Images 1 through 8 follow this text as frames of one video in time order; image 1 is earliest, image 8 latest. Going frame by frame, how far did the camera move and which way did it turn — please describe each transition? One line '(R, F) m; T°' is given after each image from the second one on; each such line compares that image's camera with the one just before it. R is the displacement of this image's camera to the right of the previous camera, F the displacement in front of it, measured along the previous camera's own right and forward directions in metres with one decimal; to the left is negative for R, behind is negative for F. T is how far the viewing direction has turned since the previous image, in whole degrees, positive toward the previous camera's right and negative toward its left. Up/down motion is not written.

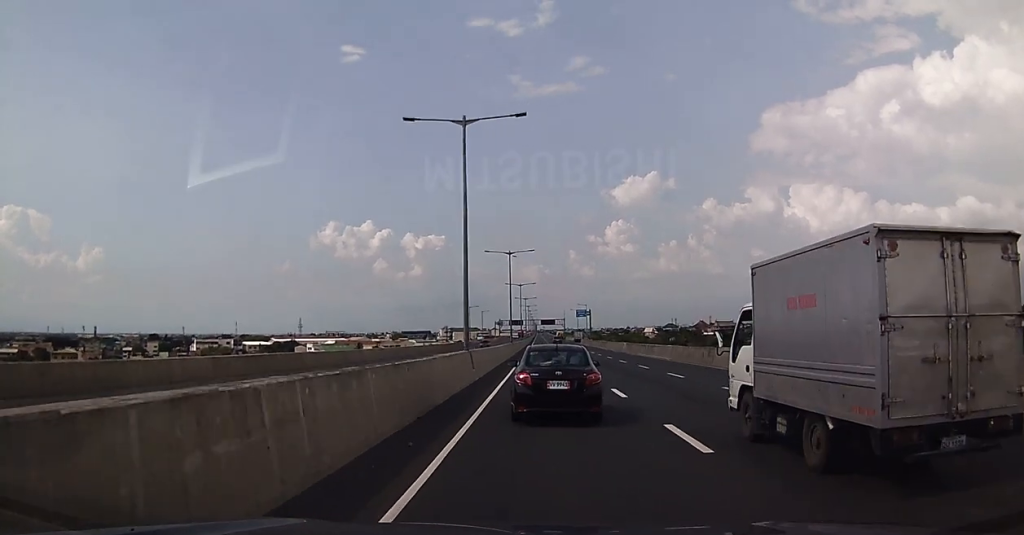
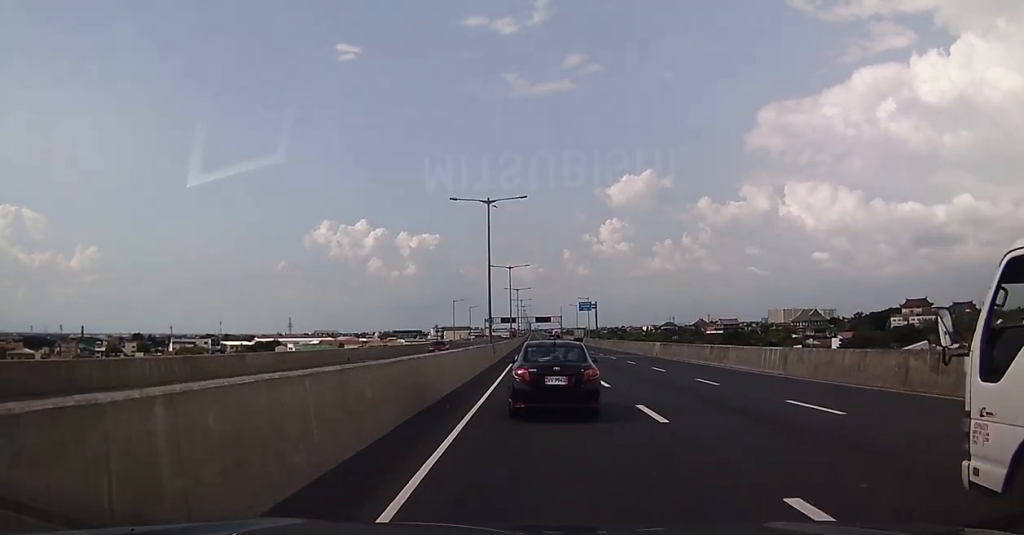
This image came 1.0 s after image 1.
(-0.2, +24.1) m; 0°
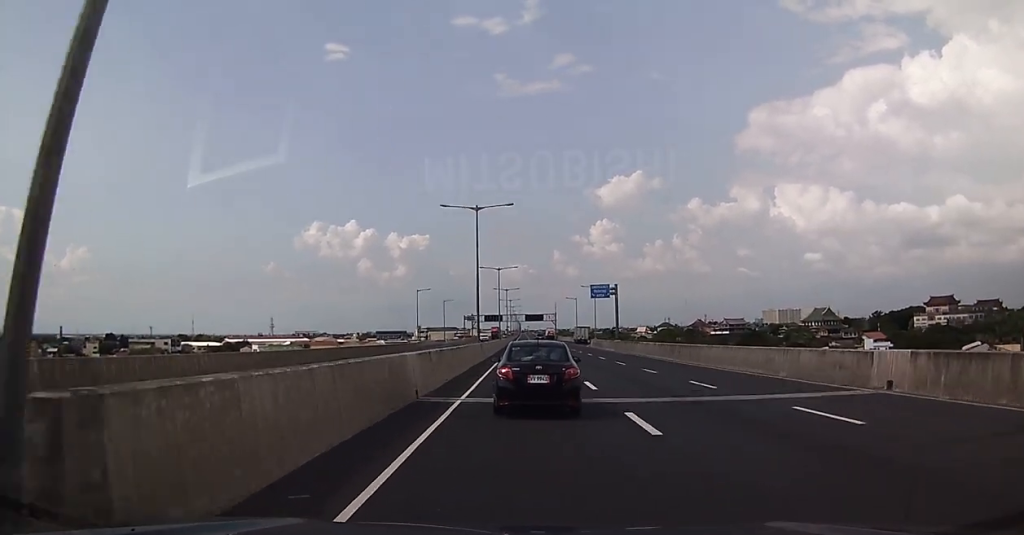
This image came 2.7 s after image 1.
(+0.2, +37.9) m; +1°
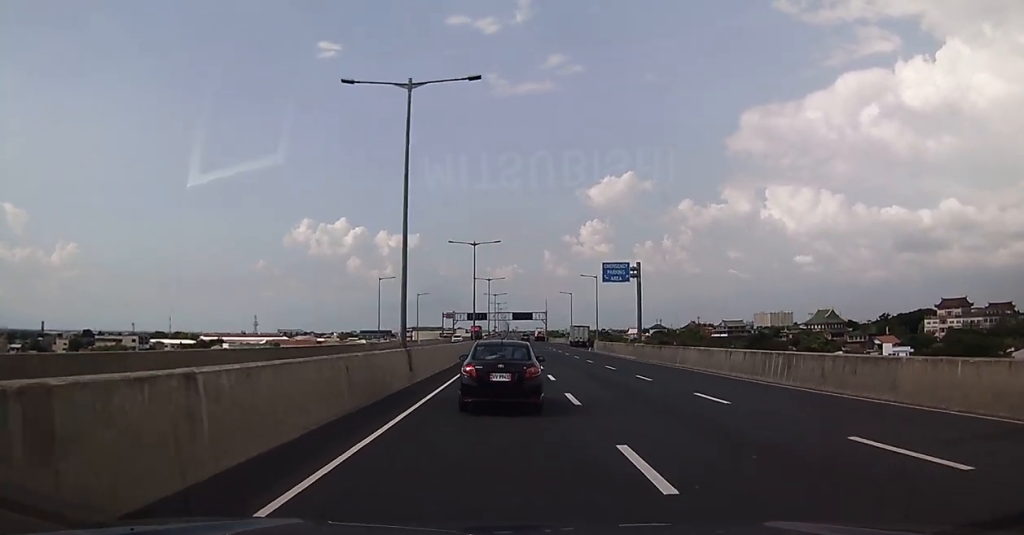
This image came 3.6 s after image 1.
(0.0, +22.3) m; +1°
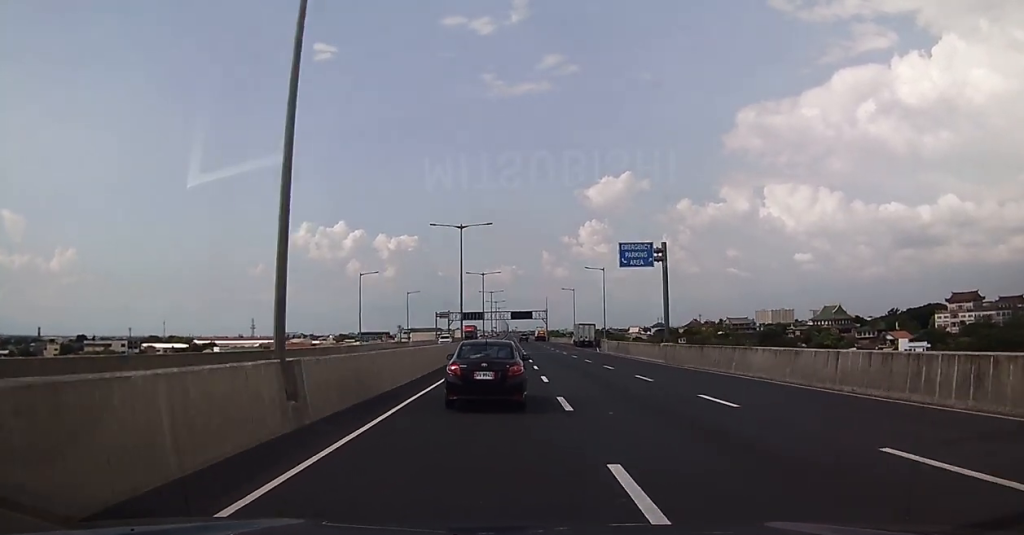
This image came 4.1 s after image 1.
(+0.4, +10.8) m; +1°
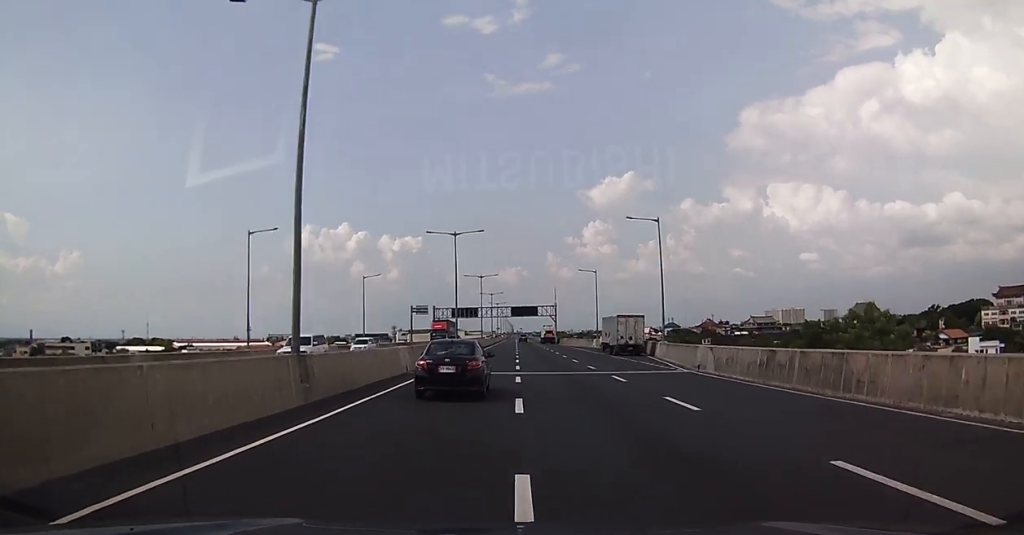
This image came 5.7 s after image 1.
(-1.1, +37.3) m; -2°
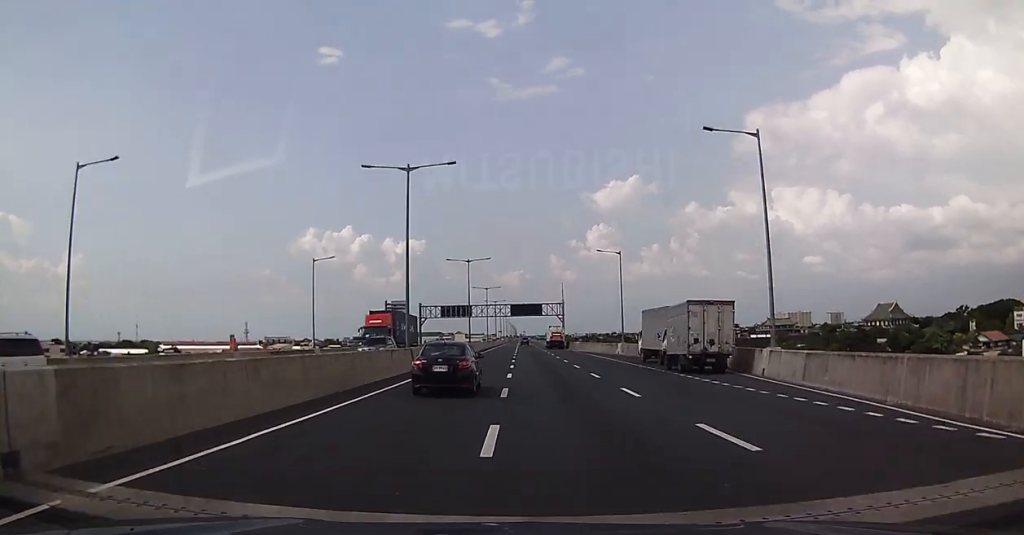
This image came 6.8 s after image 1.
(+0.2, +23.2) m; +1°
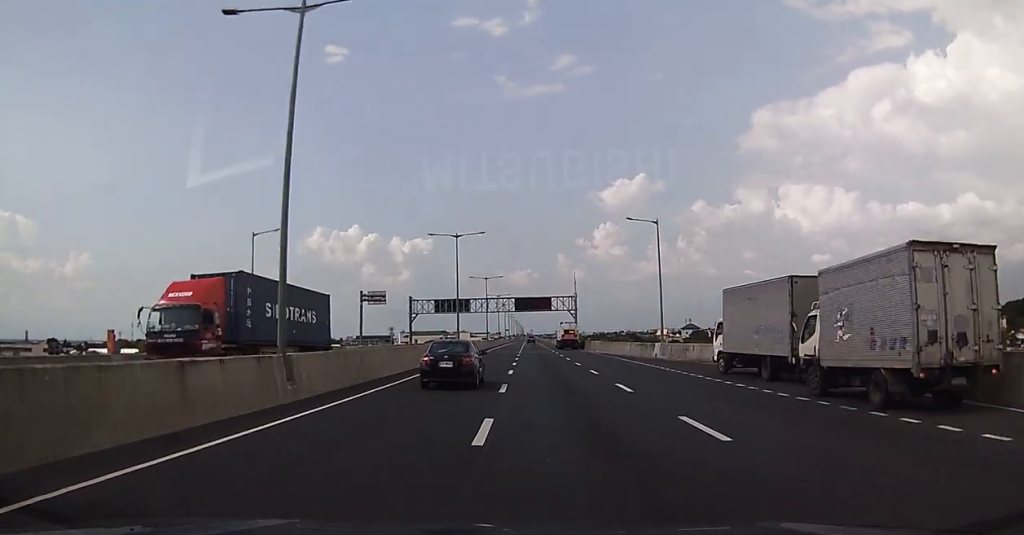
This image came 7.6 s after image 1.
(+0.3, +17.8) m; 0°
